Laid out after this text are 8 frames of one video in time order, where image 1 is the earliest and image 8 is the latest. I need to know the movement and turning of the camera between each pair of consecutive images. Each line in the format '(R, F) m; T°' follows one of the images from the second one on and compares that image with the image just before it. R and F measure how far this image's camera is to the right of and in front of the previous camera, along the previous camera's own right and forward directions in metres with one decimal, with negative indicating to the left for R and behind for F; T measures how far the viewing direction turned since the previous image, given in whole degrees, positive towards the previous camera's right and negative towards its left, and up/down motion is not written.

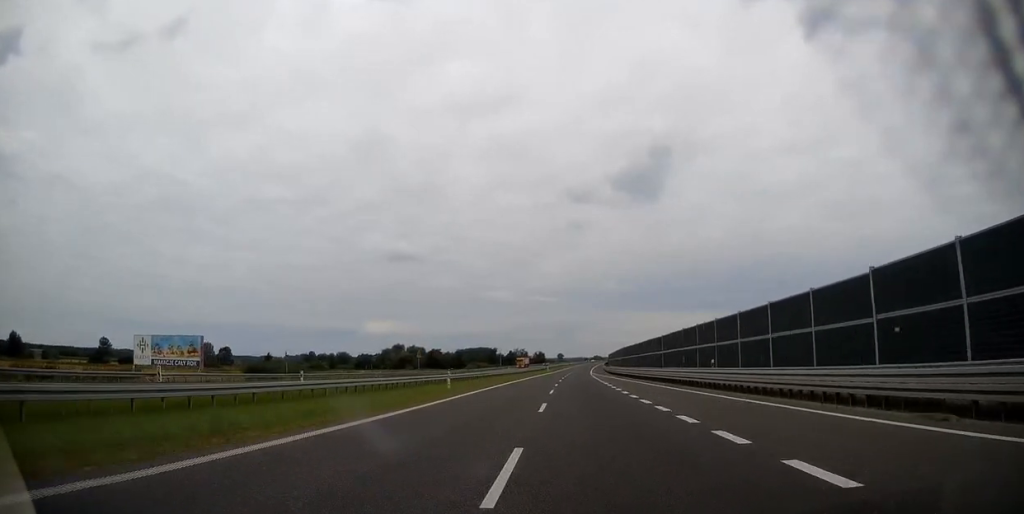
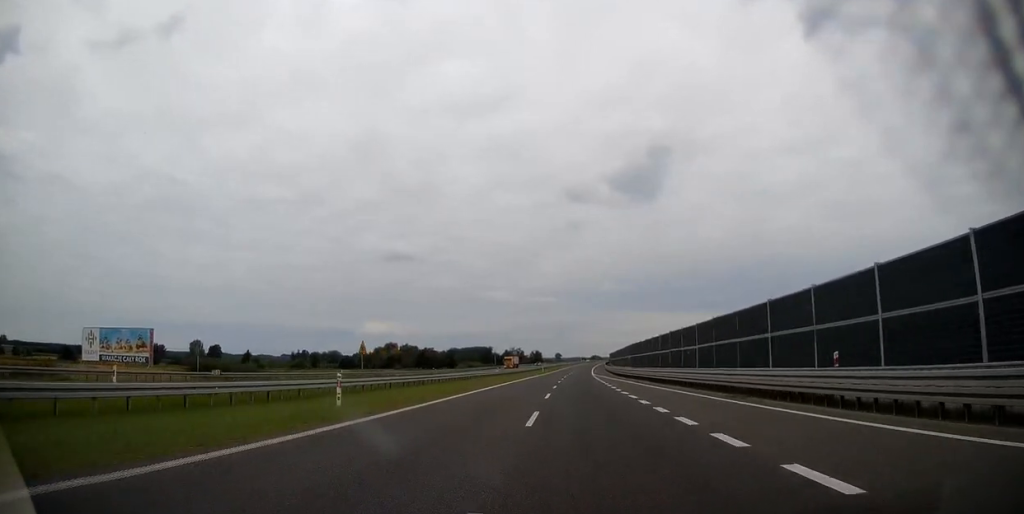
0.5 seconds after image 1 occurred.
(0.0, +16.3) m; 0°
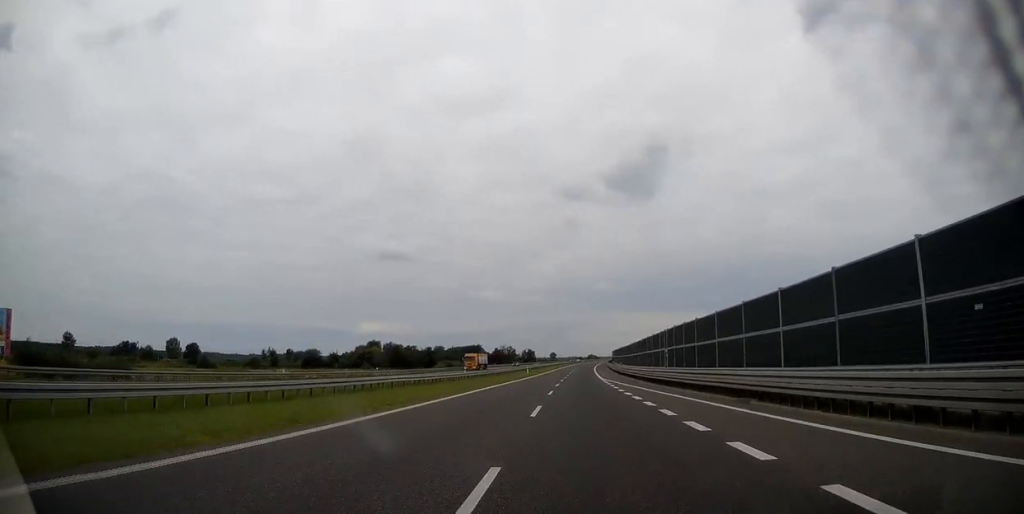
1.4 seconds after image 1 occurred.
(+0.1, +33.7) m; 0°
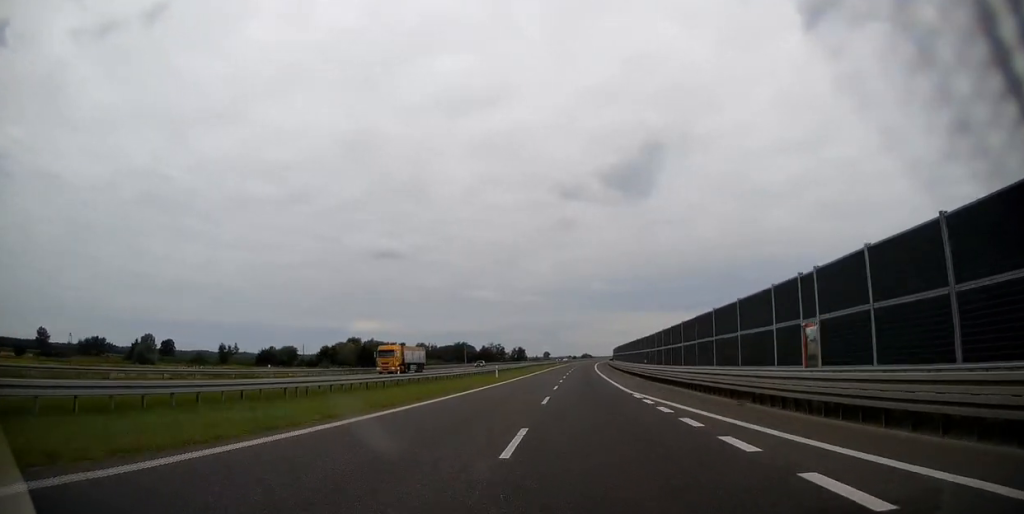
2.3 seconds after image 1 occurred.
(+0.2, +31.4) m; +1°
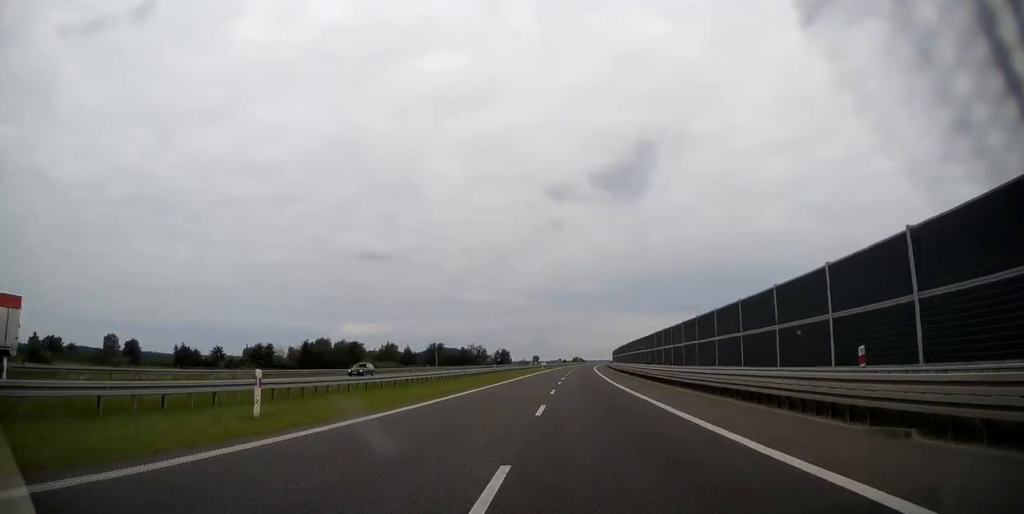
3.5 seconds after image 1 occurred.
(+0.3, +40.7) m; +1°
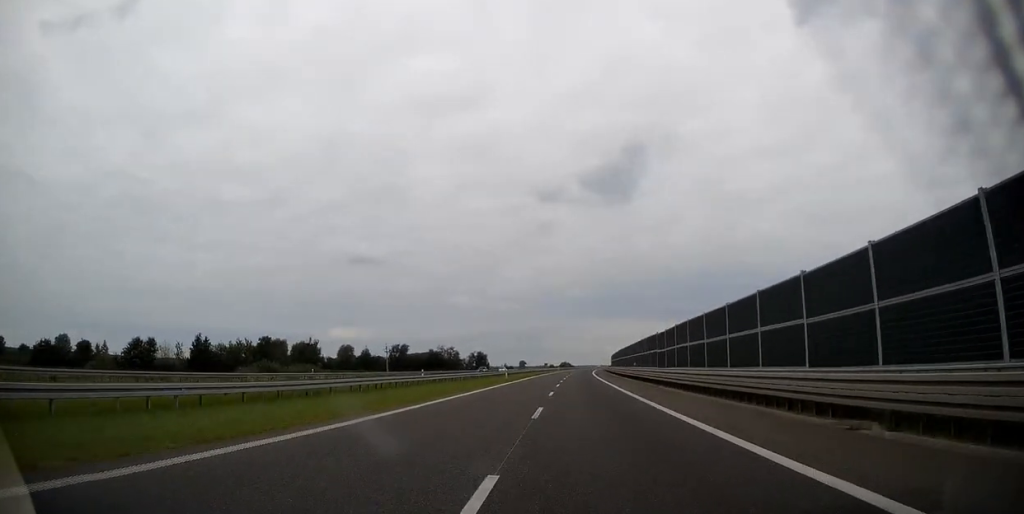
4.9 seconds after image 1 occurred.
(+0.3, +48.8) m; +1°
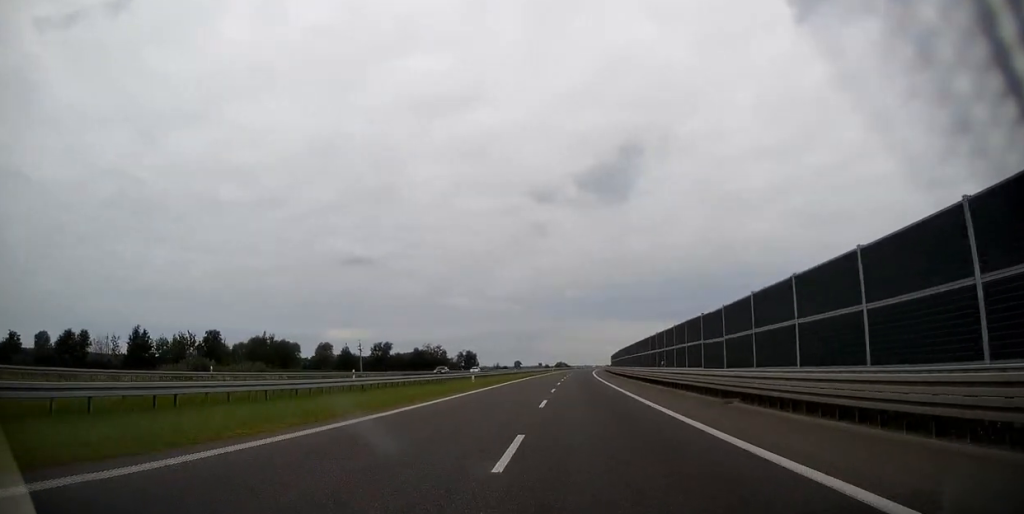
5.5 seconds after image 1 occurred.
(+0.3, +19.7) m; +1°
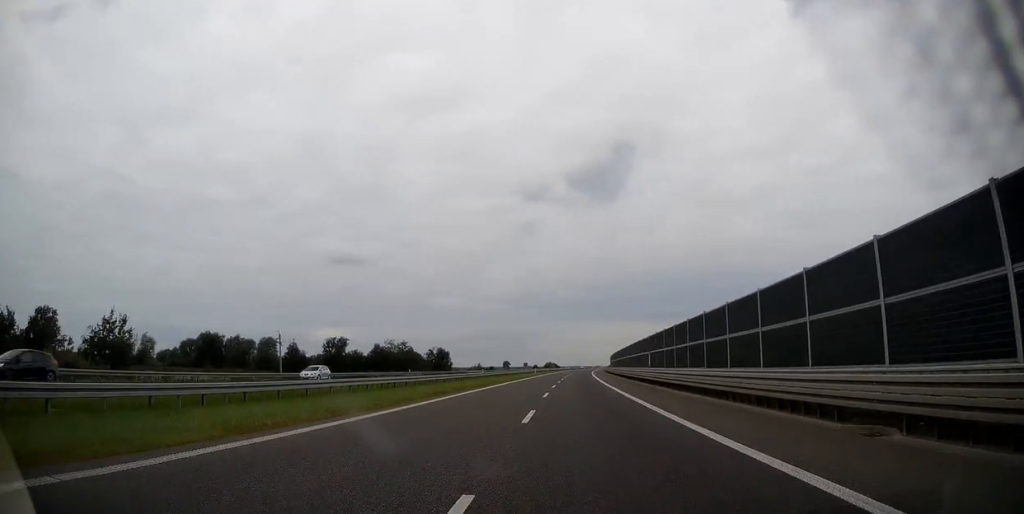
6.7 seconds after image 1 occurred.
(+0.3, +41.8) m; +1°
